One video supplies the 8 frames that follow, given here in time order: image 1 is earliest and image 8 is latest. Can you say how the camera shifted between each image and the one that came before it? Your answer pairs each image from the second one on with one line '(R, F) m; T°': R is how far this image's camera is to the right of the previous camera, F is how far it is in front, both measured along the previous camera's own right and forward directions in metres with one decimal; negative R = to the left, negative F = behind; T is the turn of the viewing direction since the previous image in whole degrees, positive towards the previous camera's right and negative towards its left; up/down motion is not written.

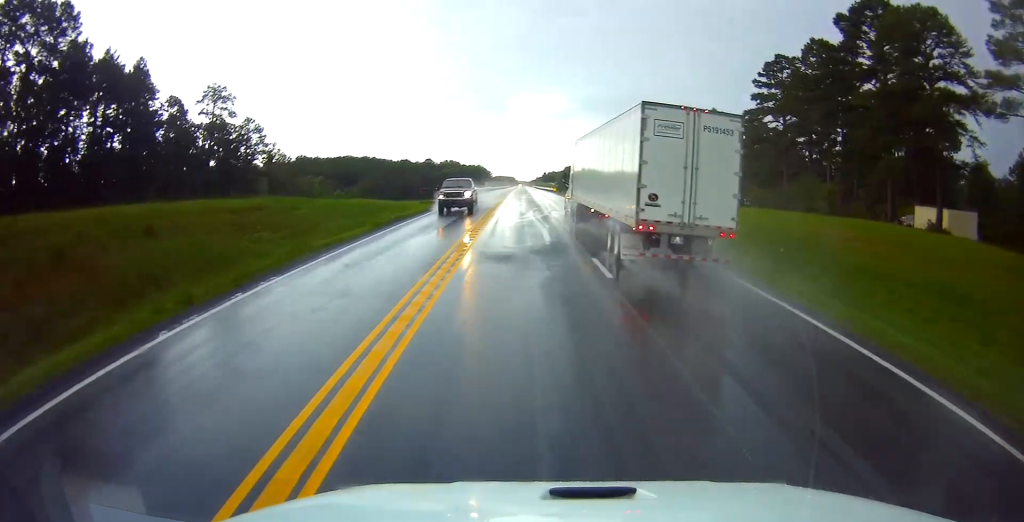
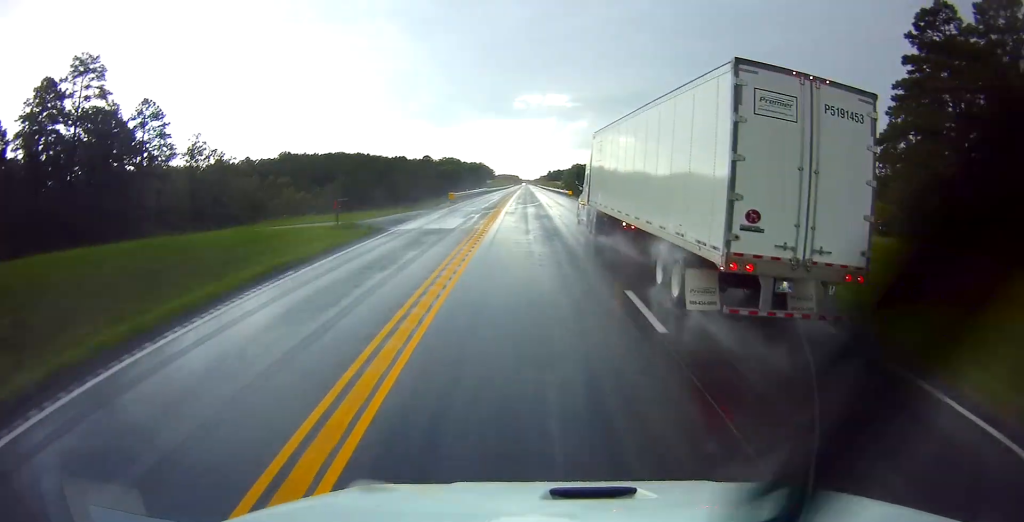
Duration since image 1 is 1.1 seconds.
(-0.1, +29.0) m; 0°
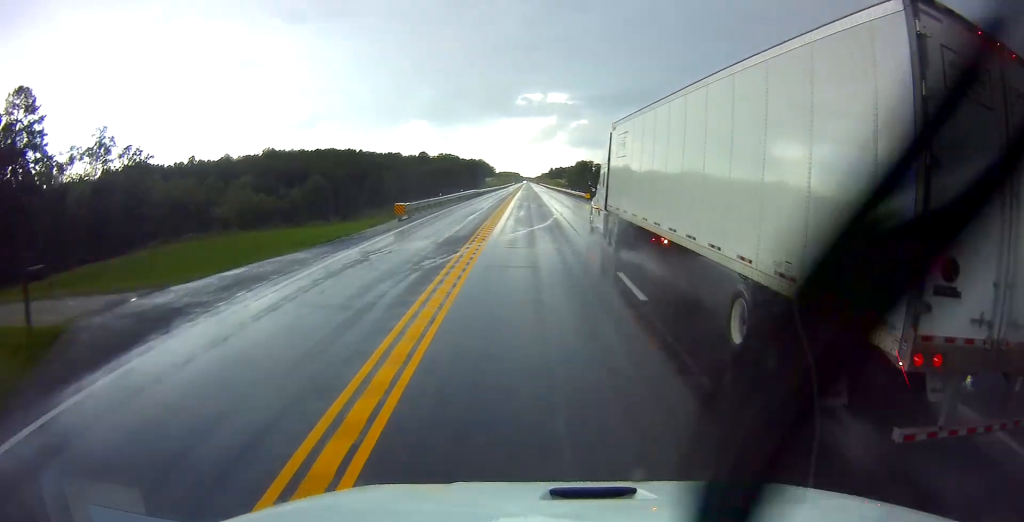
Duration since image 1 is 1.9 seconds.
(0.0, +22.1) m; 0°
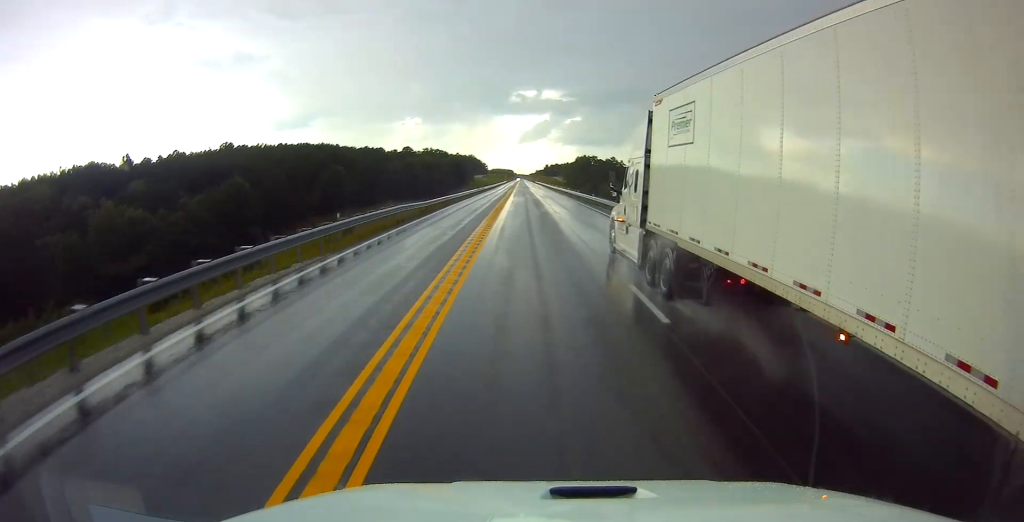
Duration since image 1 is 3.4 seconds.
(-0.1, +38.7) m; 0°
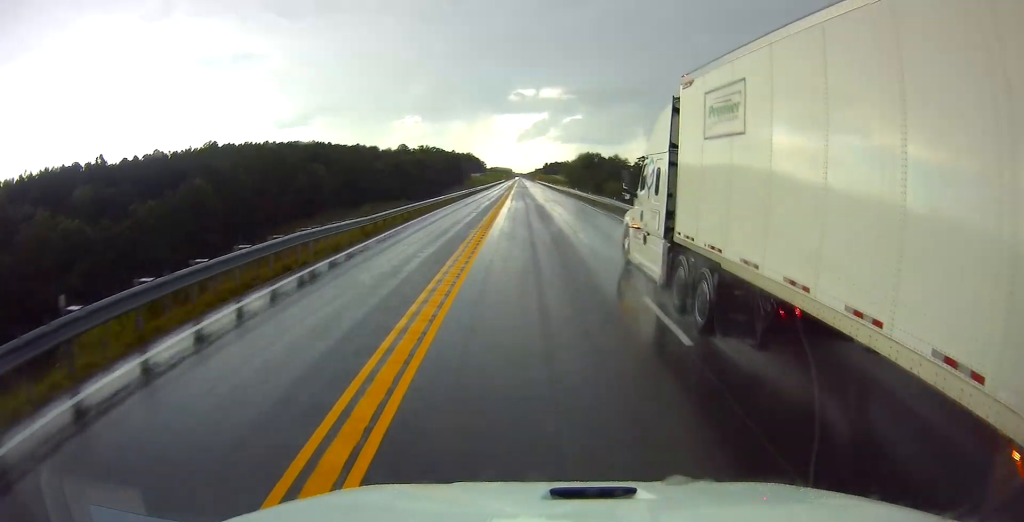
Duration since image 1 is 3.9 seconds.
(0.0, +13.6) m; 0°
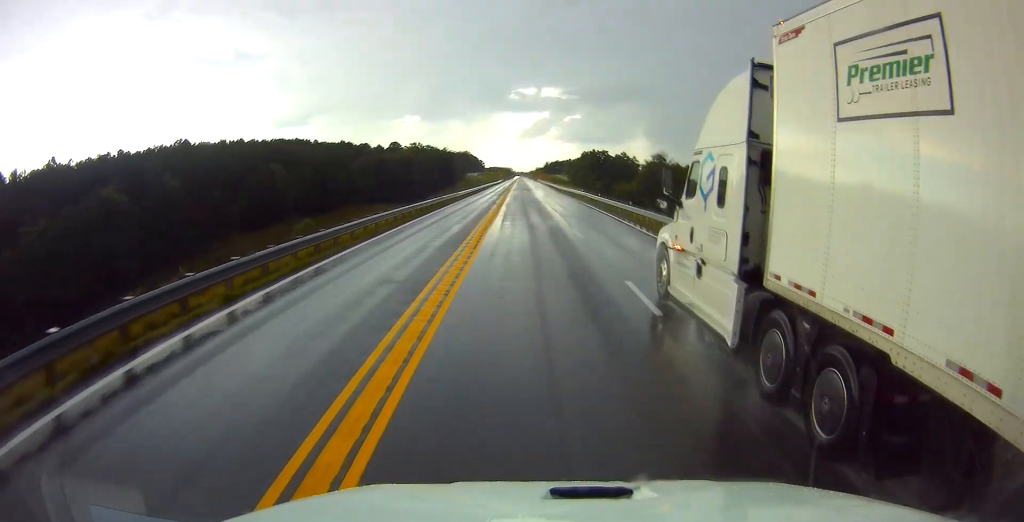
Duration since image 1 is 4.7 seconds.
(0.0, +22.9) m; 0°
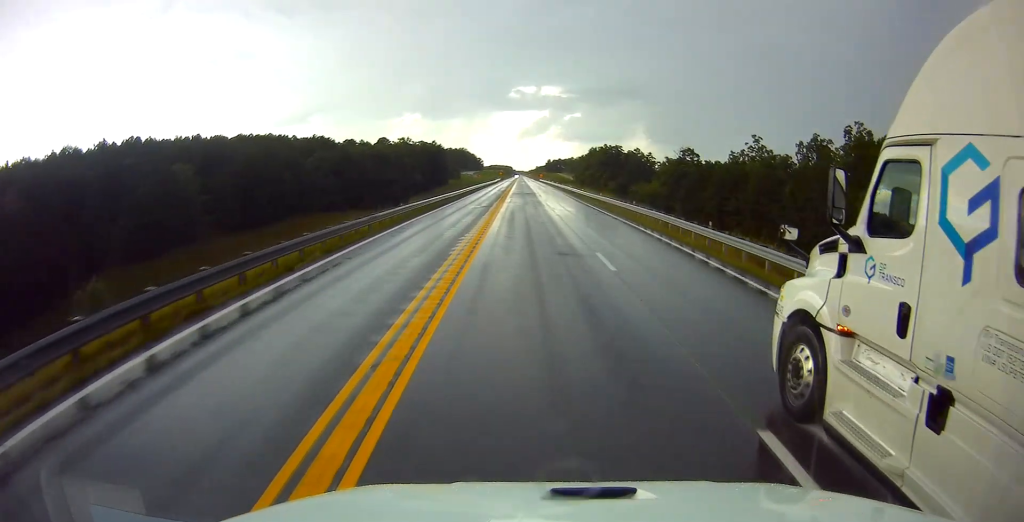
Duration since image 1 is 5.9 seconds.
(-0.1, +32.3) m; +1°
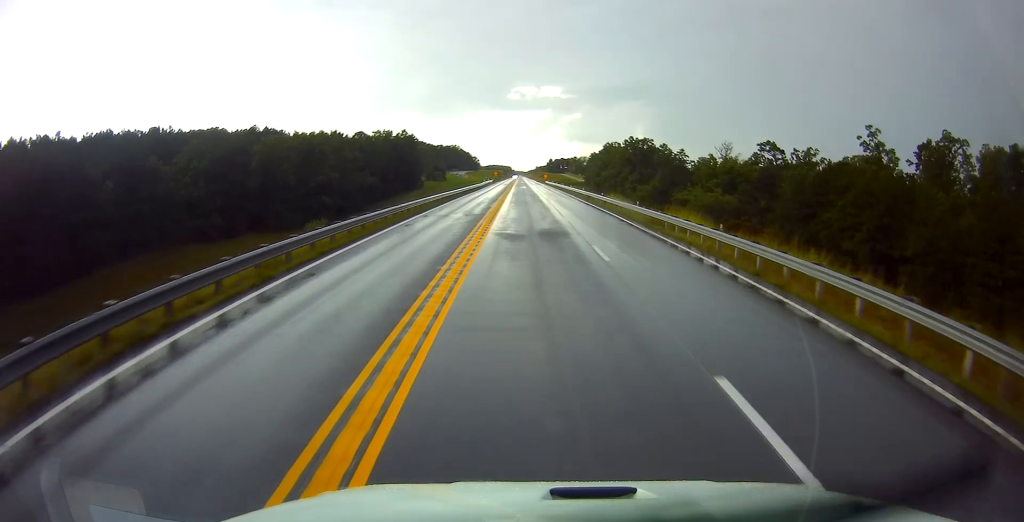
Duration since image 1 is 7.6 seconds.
(+0.2, +47.7) m; -1°
